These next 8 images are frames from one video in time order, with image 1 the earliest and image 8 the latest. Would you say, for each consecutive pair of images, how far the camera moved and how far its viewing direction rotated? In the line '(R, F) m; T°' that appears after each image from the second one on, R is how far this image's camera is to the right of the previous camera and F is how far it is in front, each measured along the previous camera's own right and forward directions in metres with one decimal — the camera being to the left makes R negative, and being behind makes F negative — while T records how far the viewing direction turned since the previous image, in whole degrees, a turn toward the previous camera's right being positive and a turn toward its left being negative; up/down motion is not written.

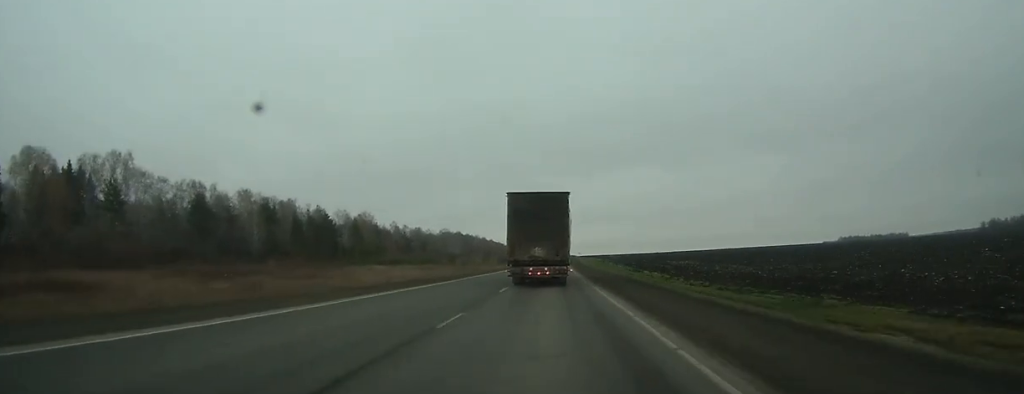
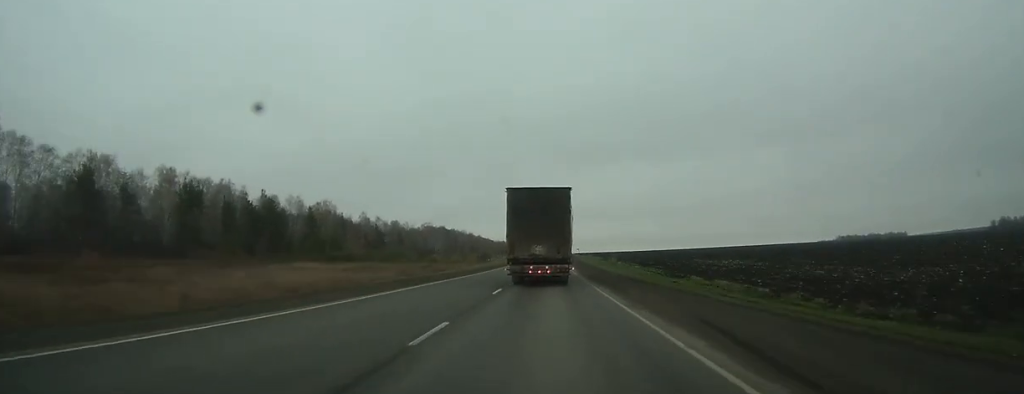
(+0.5, +38.2) m; +1°
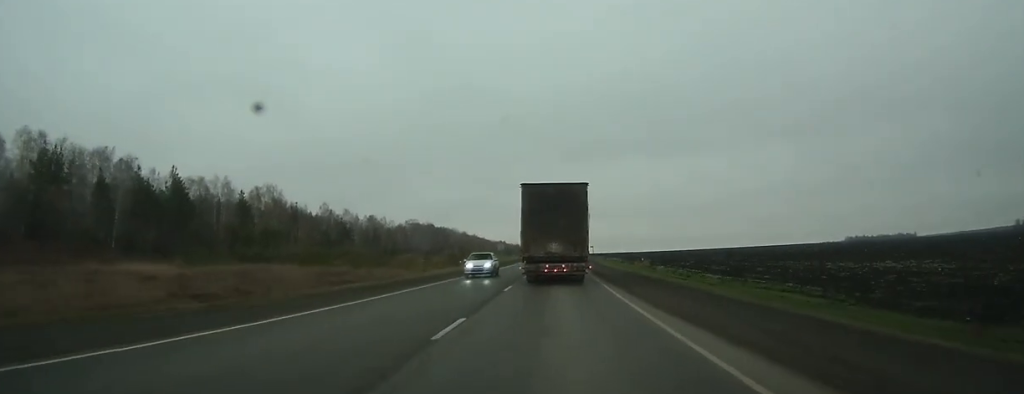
(+0.2, +47.6) m; 0°
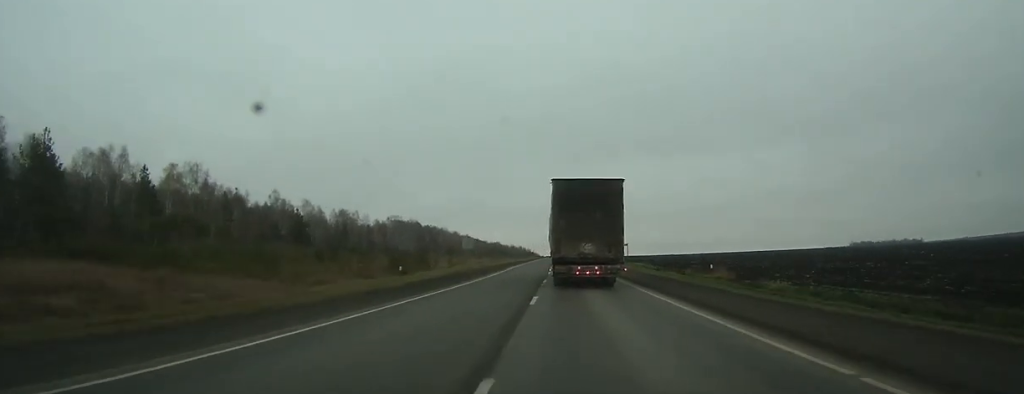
(-0.1, +41.6) m; 0°
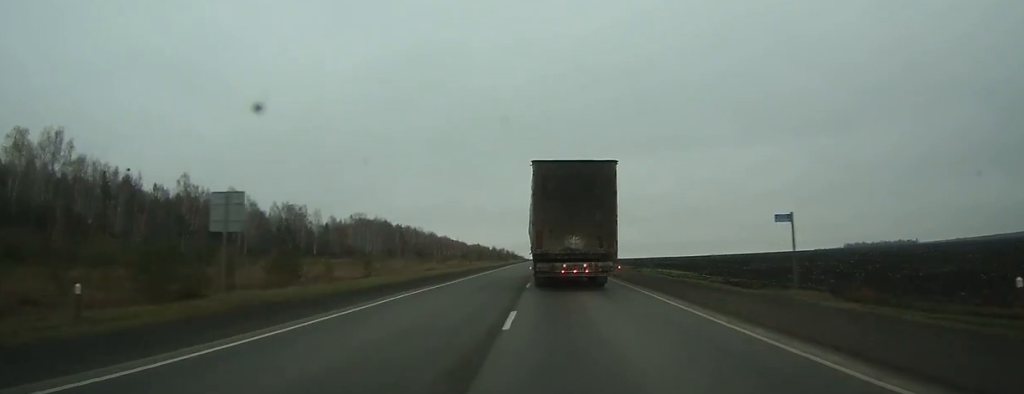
(+0.2, +40.7) m; +1°
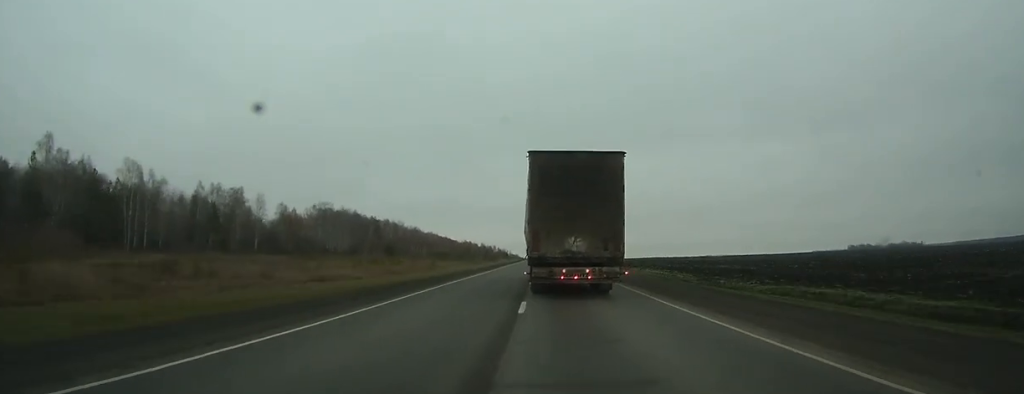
(+0.4, +44.9) m; +1°
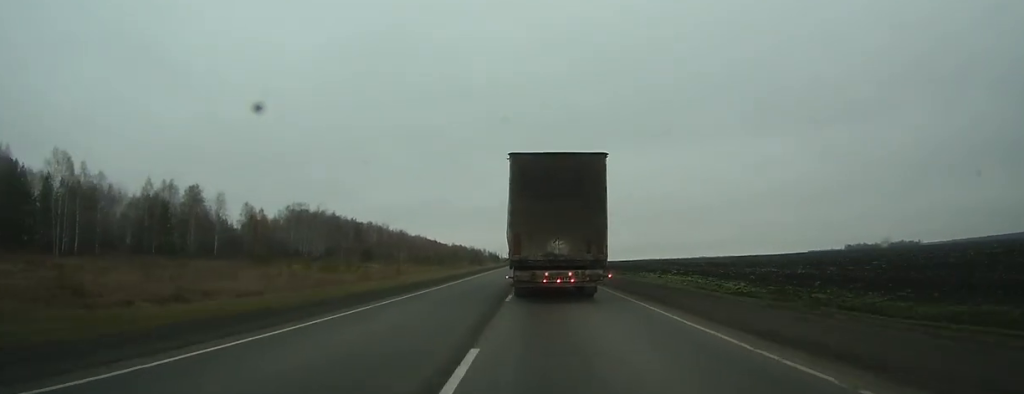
(+0.1, +20.1) m; 0°
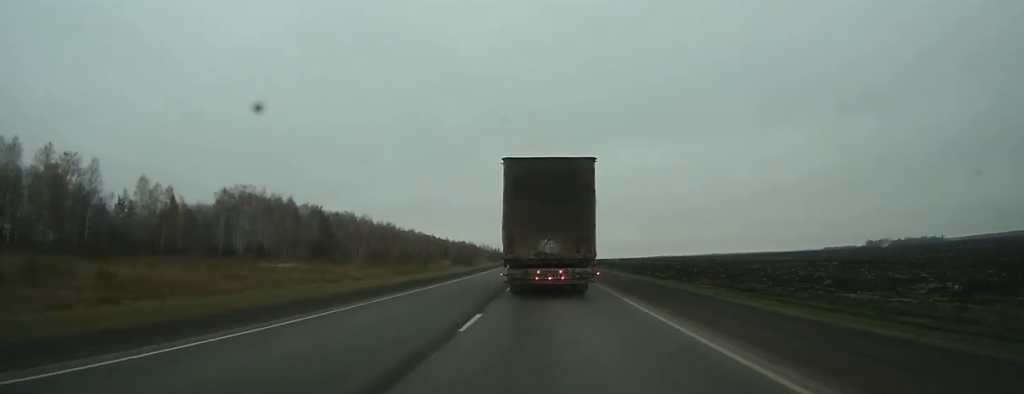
(+0.3, +56.4) m; 0°
